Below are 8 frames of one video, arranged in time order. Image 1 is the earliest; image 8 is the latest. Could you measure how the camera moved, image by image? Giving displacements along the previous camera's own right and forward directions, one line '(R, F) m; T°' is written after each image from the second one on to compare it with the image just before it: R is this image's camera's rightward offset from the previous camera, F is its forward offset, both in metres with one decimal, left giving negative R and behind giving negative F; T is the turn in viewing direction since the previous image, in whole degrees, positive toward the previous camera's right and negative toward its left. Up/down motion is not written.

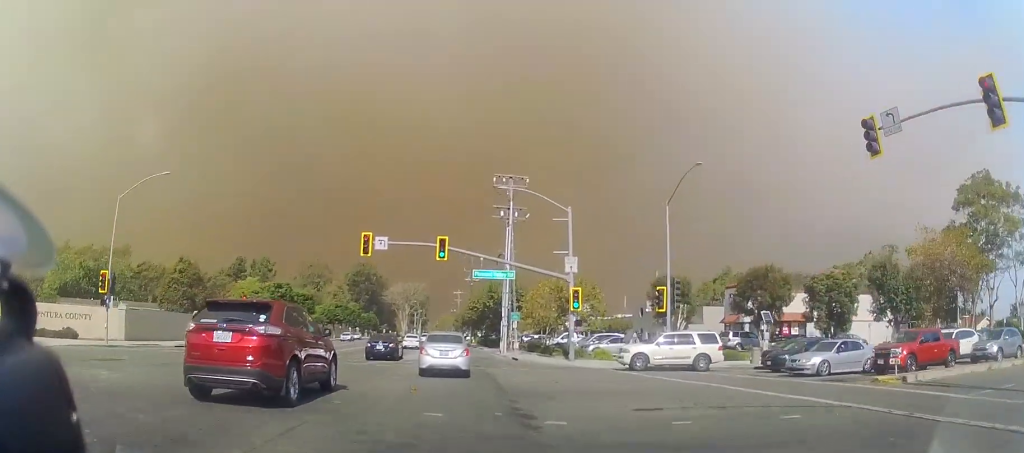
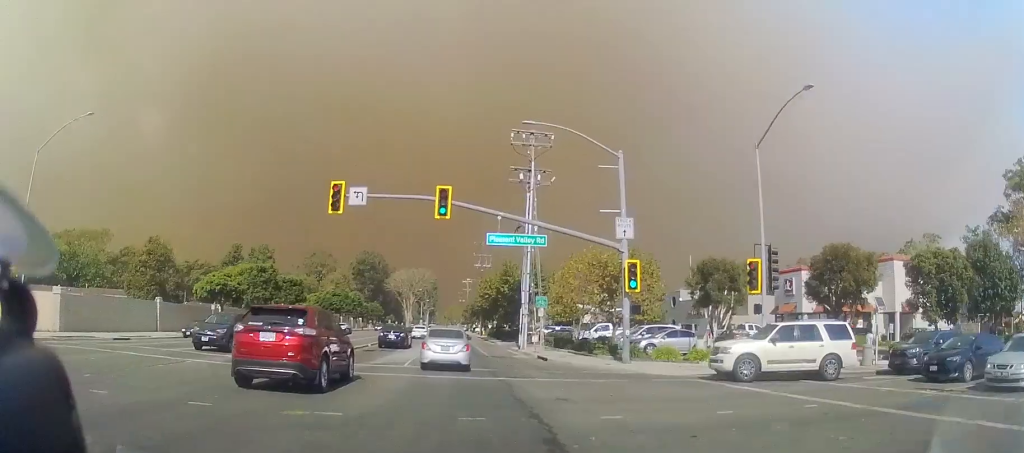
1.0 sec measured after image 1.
(-0.4, +10.5) m; 0°
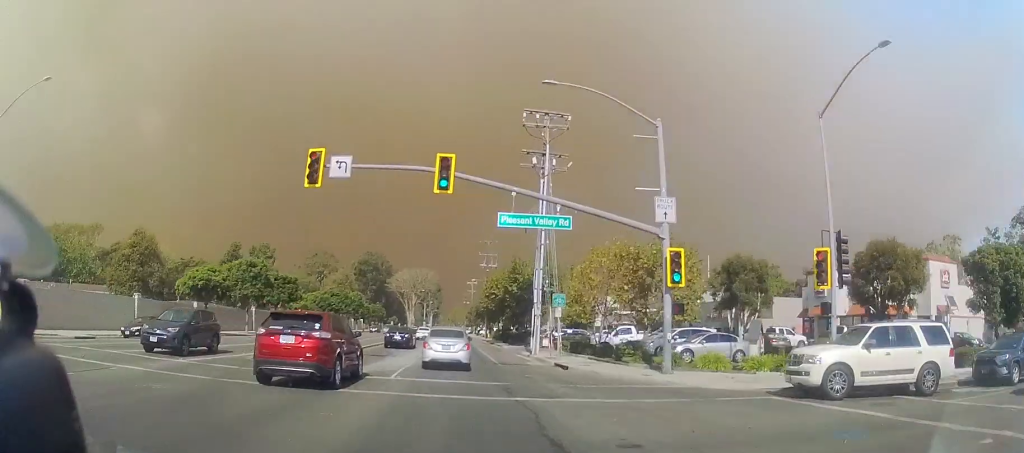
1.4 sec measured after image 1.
(+0.2, +4.9) m; 0°
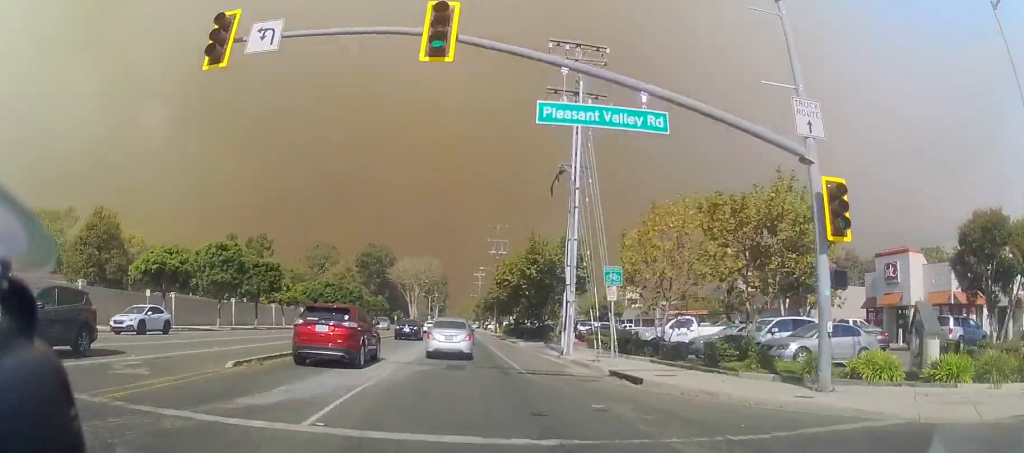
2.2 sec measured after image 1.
(+0.1, +9.5) m; 0°
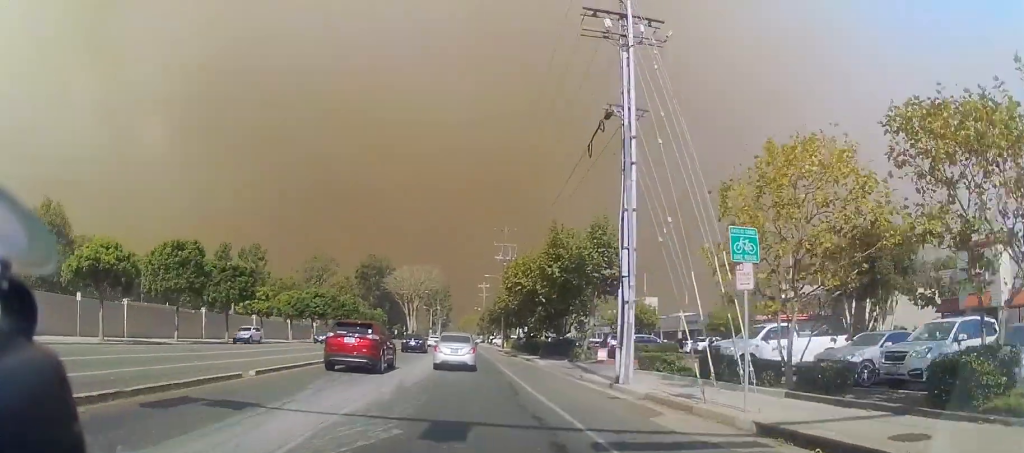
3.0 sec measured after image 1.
(-0.3, +9.3) m; 0°
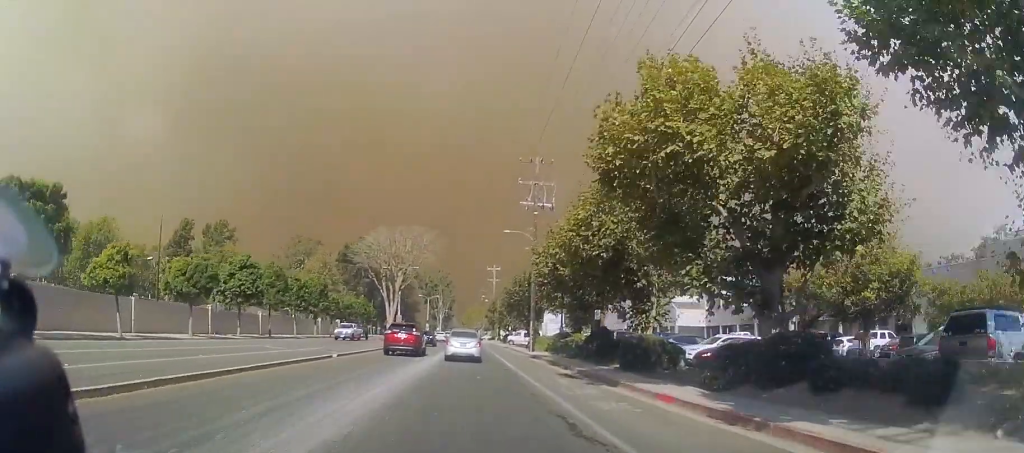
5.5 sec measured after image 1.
(+0.1, +30.5) m; 0°
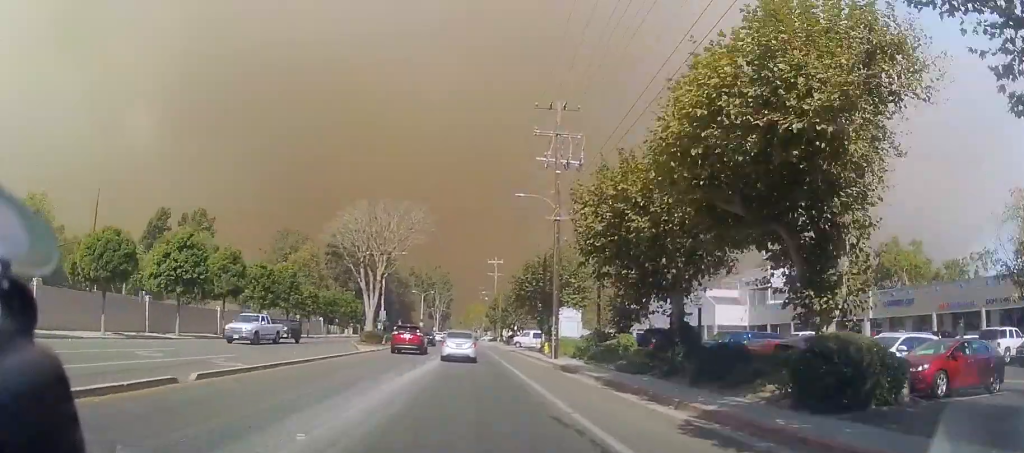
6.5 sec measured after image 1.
(0.0, +12.8) m; 0°
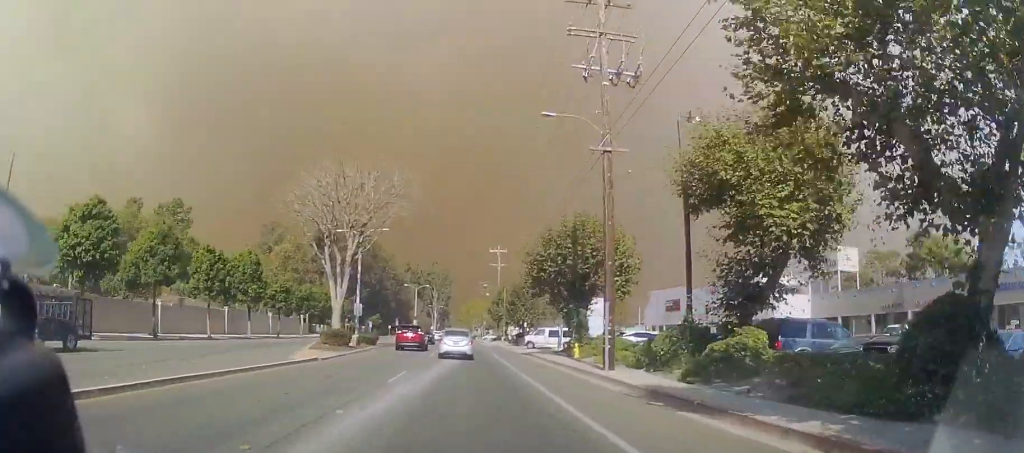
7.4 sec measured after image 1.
(0.0, +13.1) m; +1°
